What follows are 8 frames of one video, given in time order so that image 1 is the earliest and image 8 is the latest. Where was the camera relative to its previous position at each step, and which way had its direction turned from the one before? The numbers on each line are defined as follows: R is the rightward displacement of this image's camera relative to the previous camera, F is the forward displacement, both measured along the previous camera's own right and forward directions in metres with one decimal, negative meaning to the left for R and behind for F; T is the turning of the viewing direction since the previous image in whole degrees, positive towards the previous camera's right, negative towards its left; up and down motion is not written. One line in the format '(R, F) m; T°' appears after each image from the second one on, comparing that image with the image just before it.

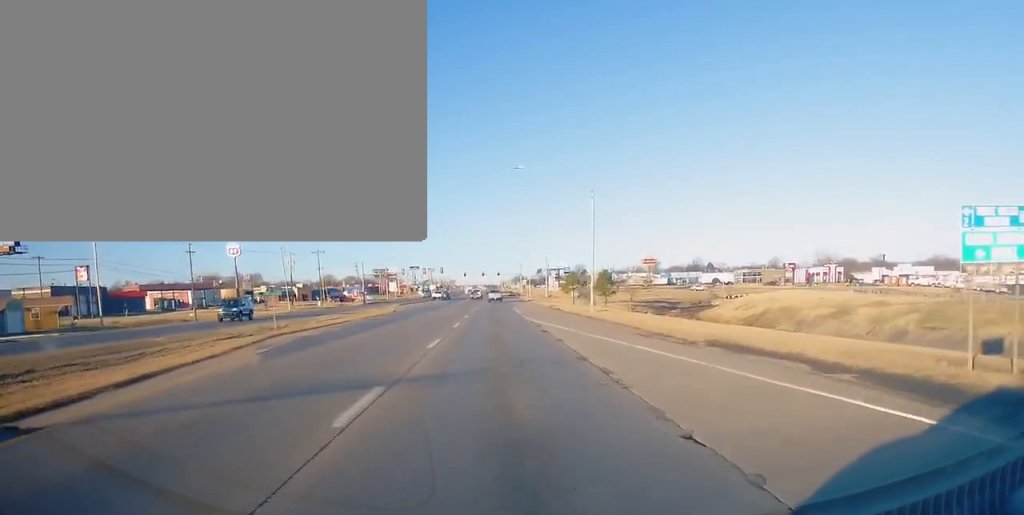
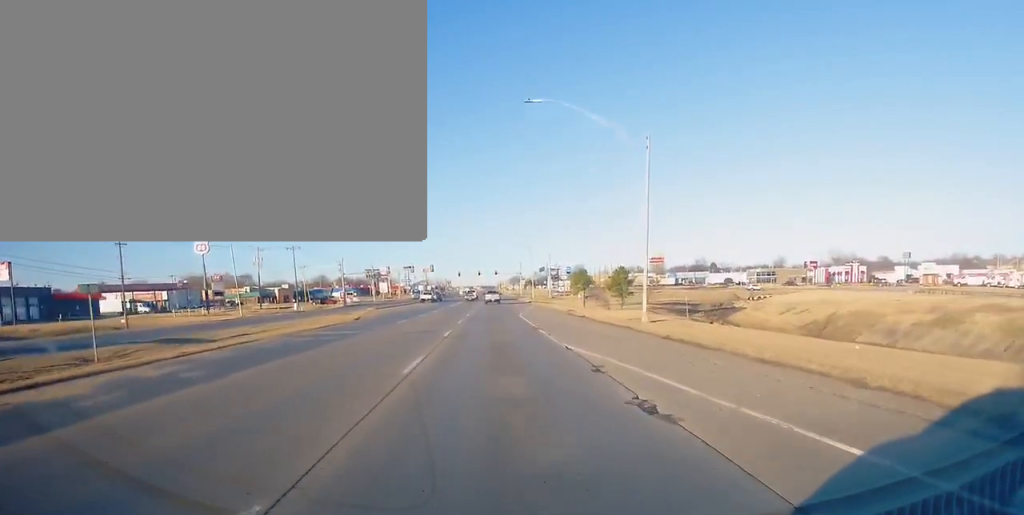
(0.0, +20.2) m; -2°
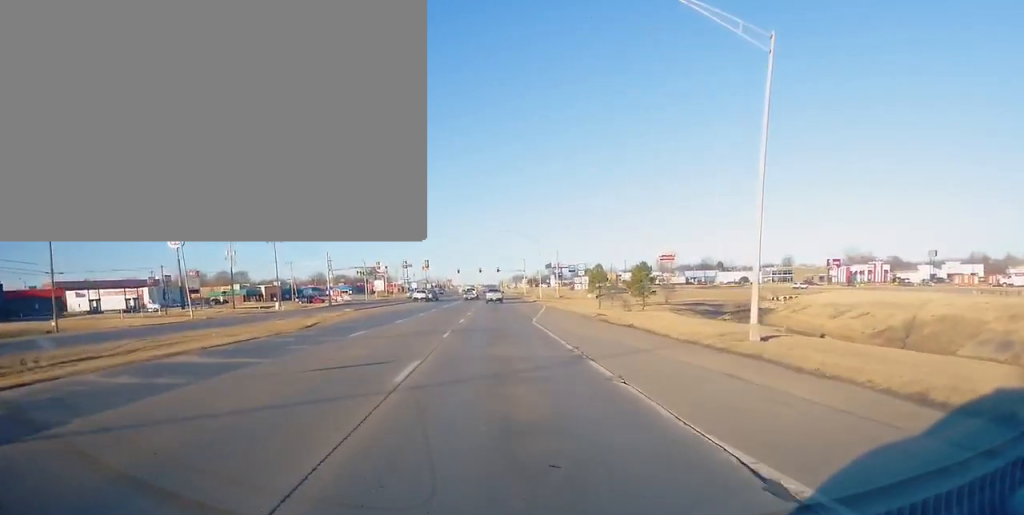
(-0.5, +15.3) m; 0°
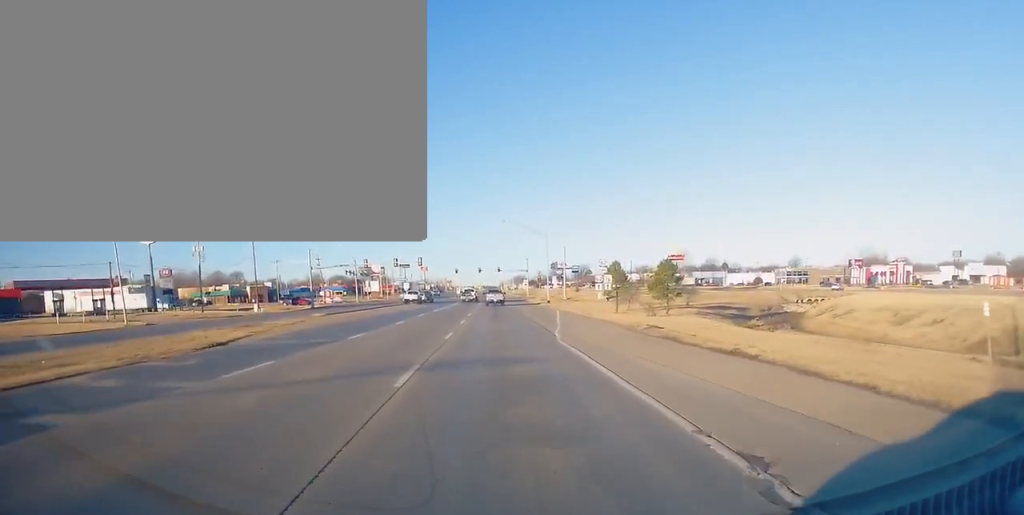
(+0.5, +13.9) m; +2°
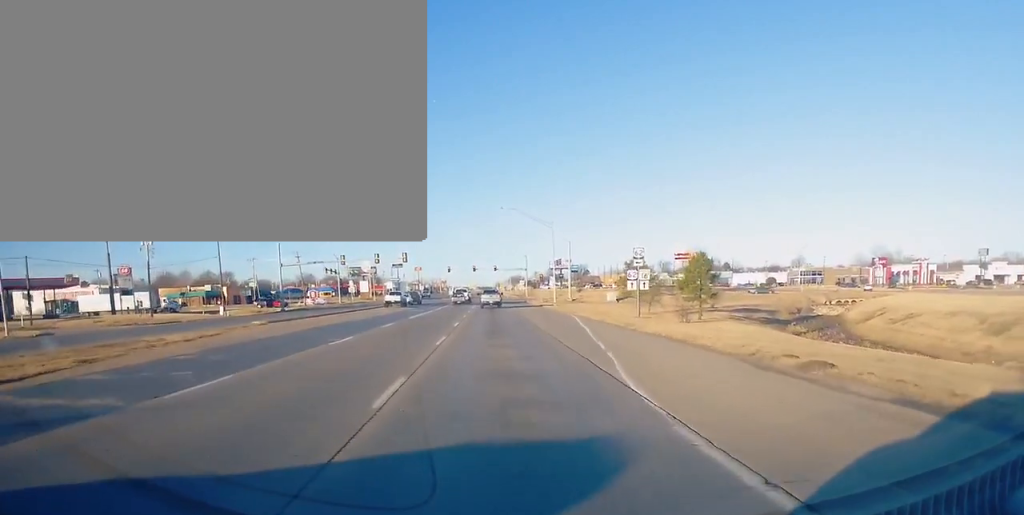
(0.0, +15.8) m; 0°
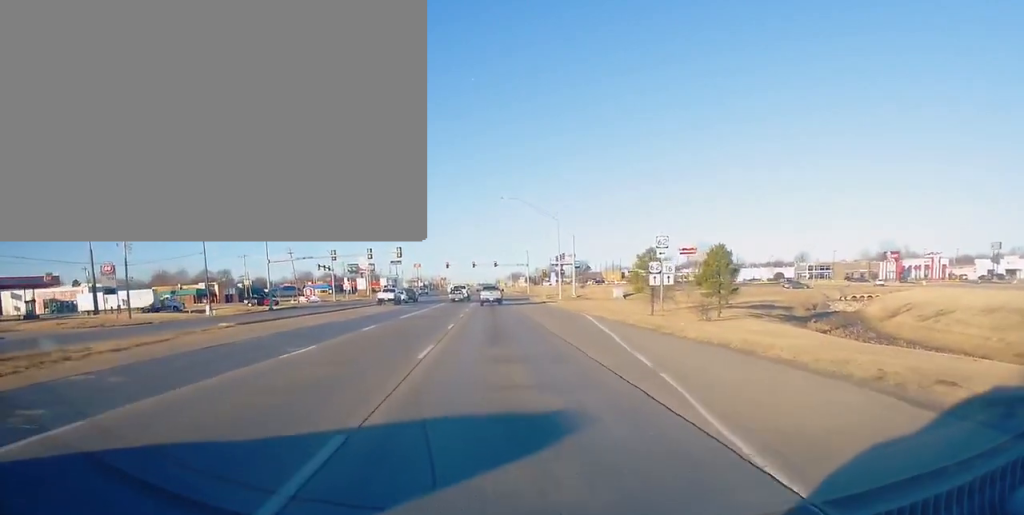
(0.0, +6.1) m; 0°
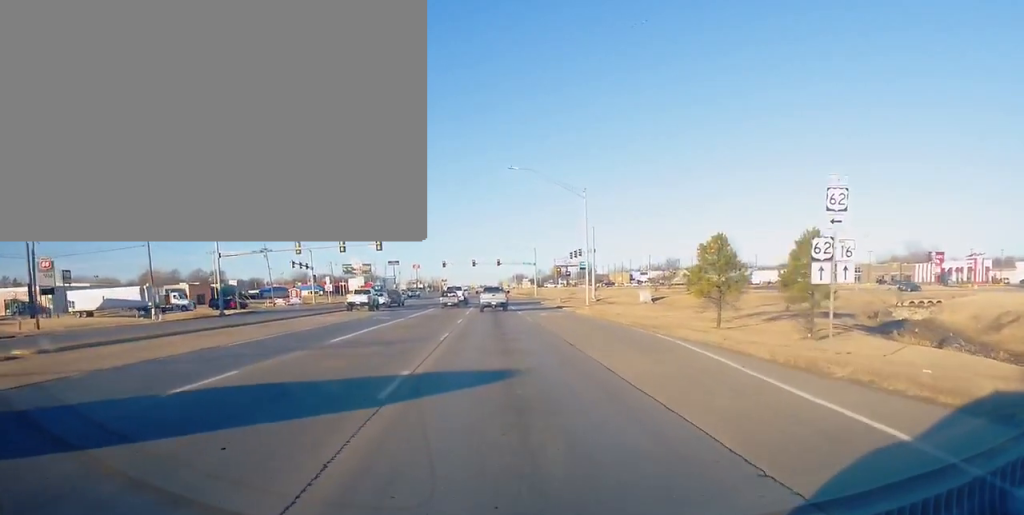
(0.0, +20.2) m; 0°
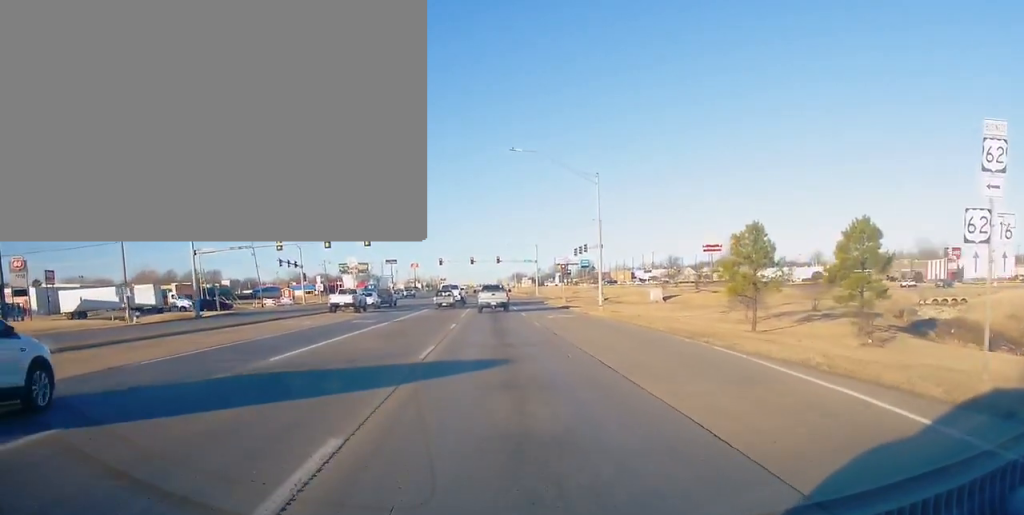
(0.0, +6.9) m; 0°
